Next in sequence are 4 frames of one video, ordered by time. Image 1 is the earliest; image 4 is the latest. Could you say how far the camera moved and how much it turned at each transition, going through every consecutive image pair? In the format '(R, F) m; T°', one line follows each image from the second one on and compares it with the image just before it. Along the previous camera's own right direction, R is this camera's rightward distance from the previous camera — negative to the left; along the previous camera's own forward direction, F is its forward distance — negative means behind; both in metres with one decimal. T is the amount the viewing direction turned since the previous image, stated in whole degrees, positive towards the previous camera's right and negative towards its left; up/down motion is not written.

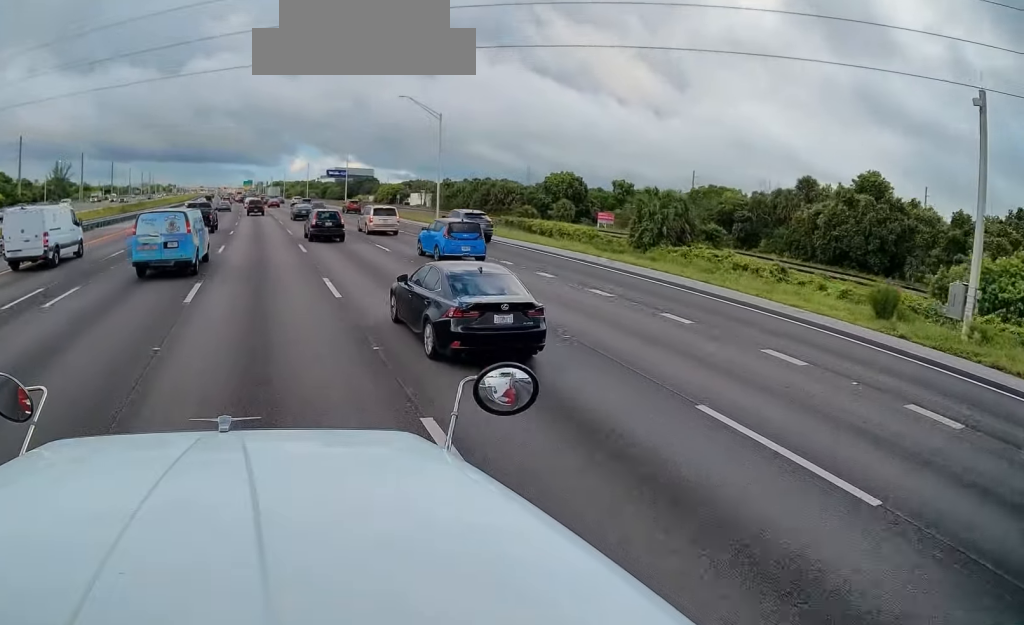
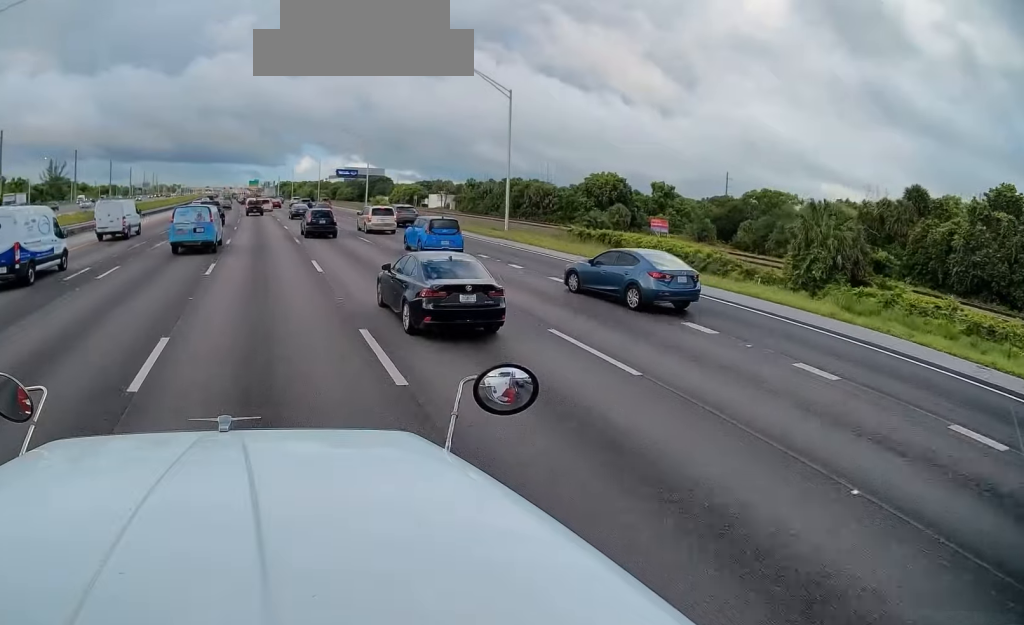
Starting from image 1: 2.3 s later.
(+0.7, +17.2) m; +2°
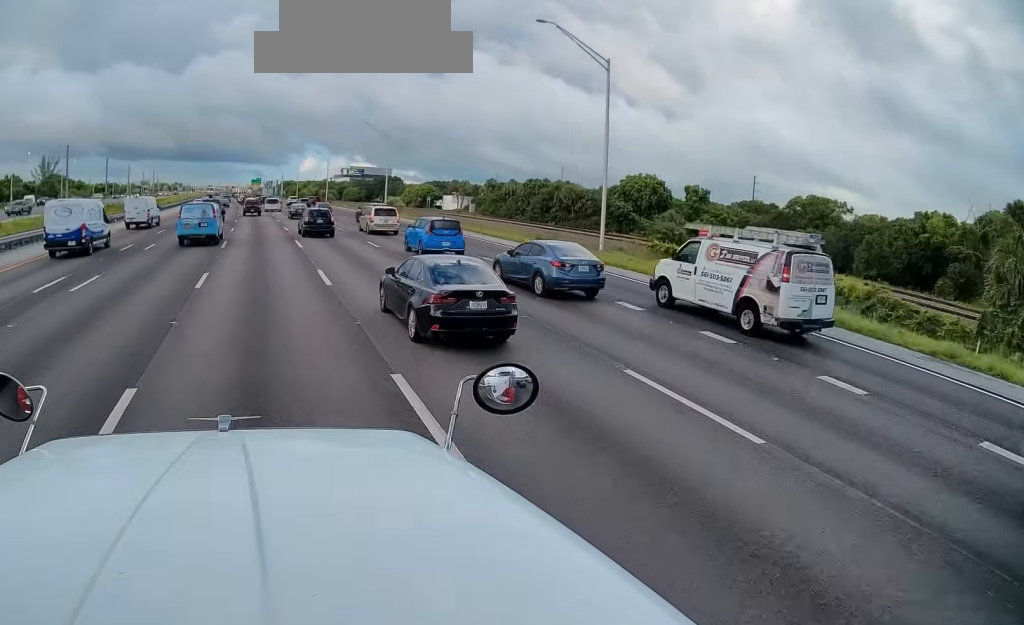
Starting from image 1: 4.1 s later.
(+0.4, +15.4) m; -1°
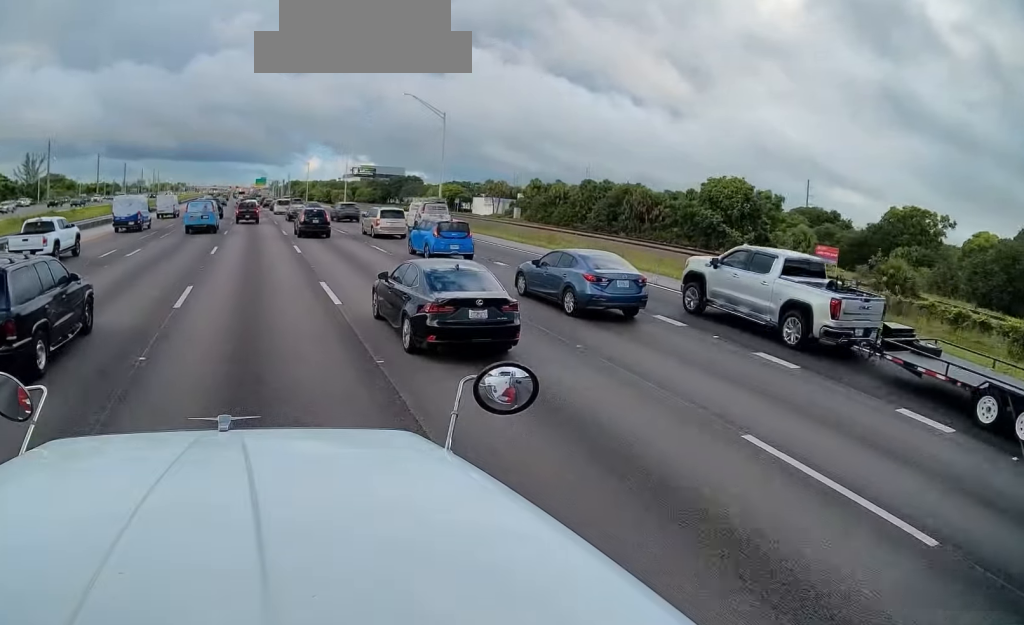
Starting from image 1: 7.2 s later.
(-0.7, +27.6) m; -2°
